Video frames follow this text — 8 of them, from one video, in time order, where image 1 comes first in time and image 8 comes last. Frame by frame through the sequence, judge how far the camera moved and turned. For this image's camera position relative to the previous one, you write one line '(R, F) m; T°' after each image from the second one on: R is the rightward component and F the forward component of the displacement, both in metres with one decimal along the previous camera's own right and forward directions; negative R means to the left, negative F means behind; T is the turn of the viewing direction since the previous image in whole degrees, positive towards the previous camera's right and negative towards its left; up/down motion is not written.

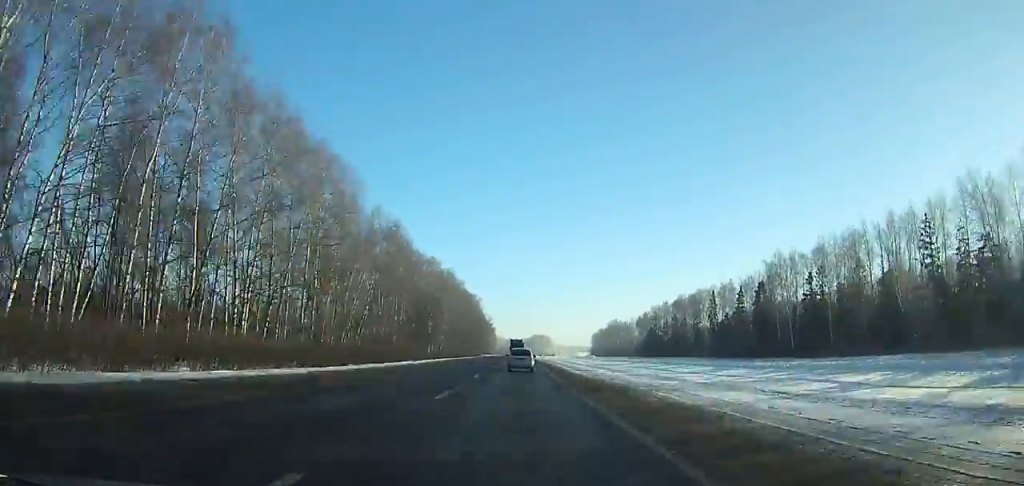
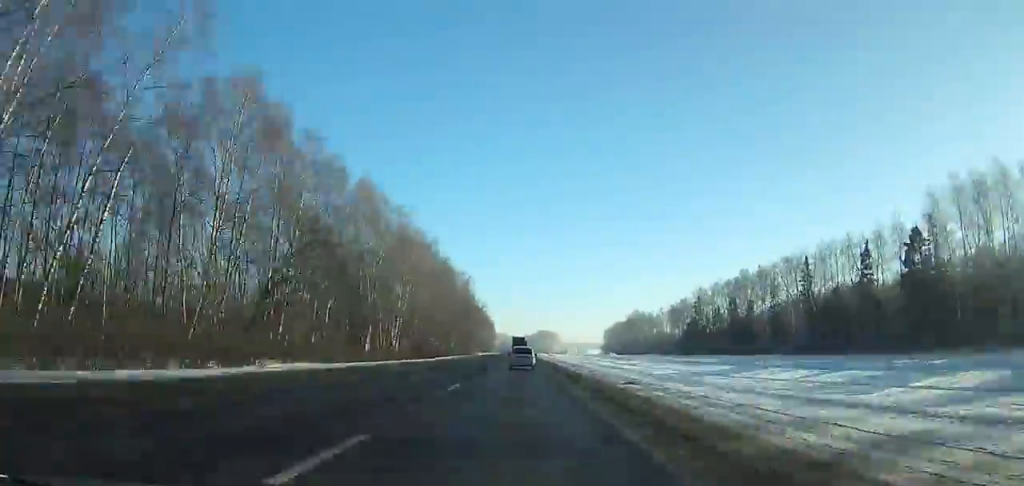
(-0.2, +56.9) m; 0°
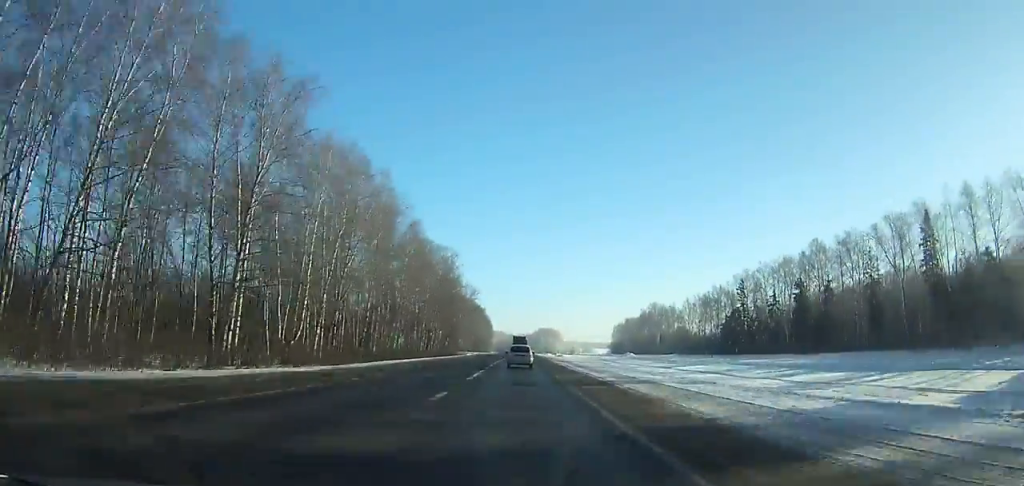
(-0.1, +38.5) m; 0°
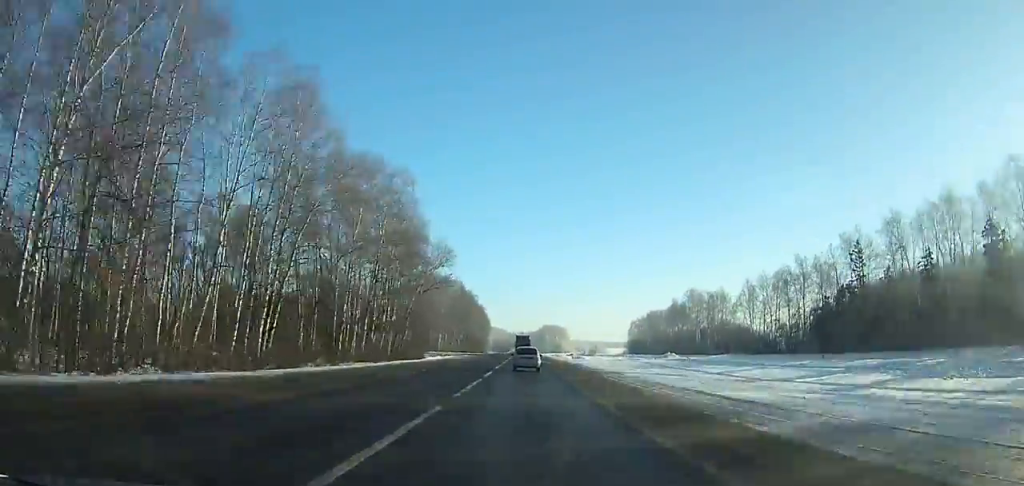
(+0.3, +53.6) m; 0°
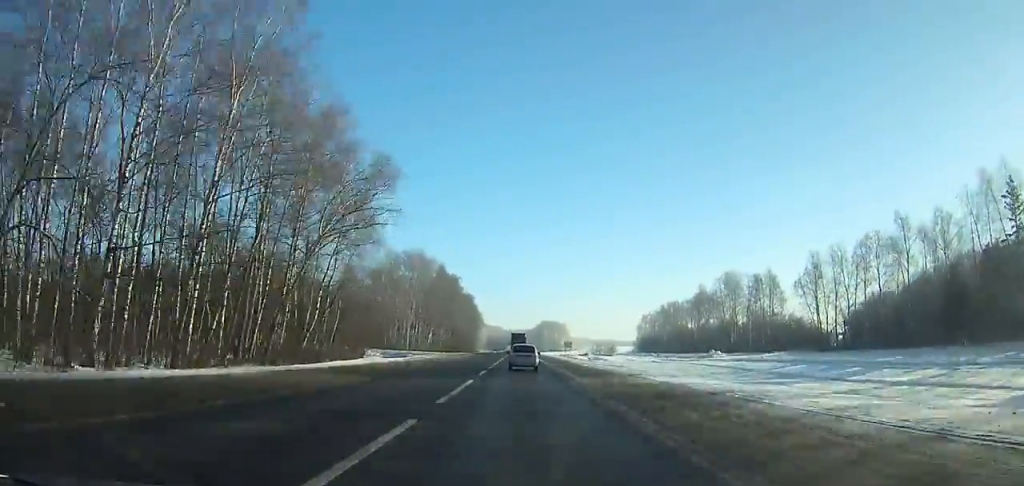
(0.0, +36.9) m; 0°
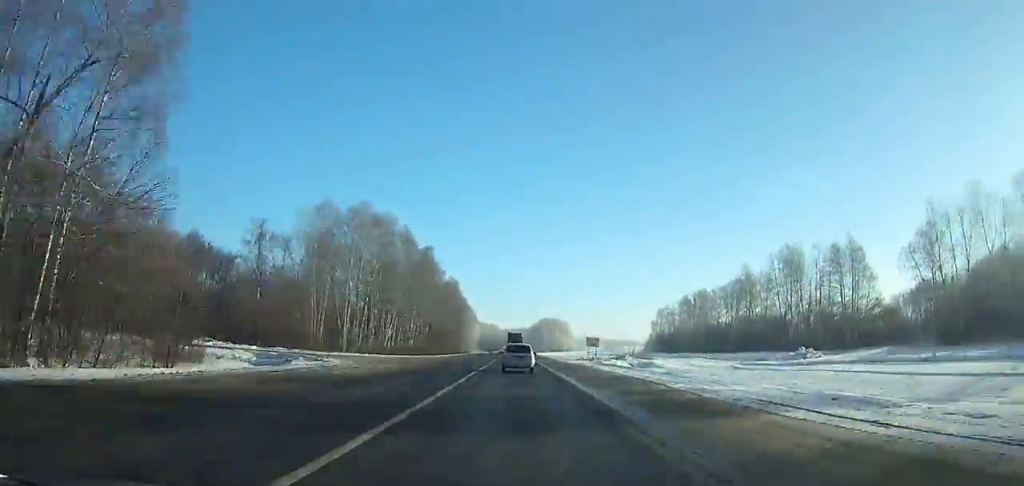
(0.0, +38.7) m; 0°
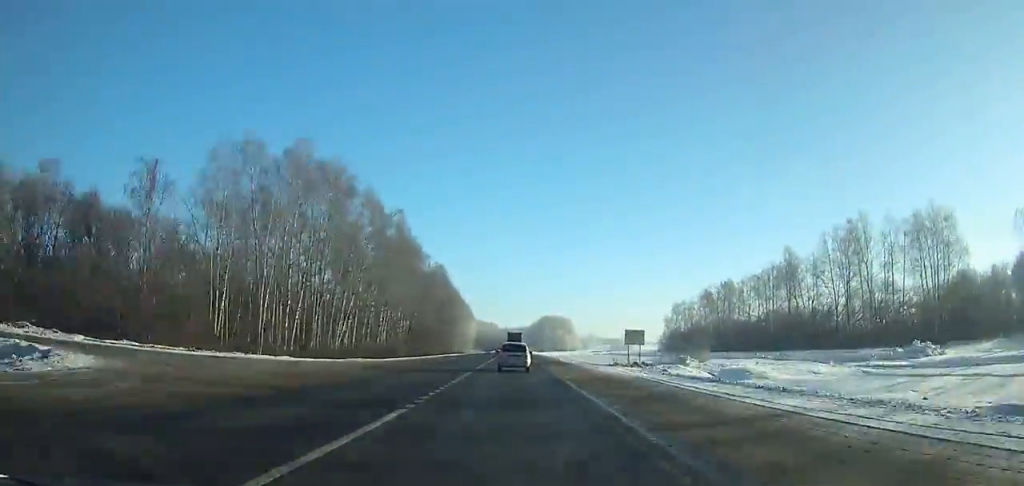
(0.0, +25.1) m; 0°
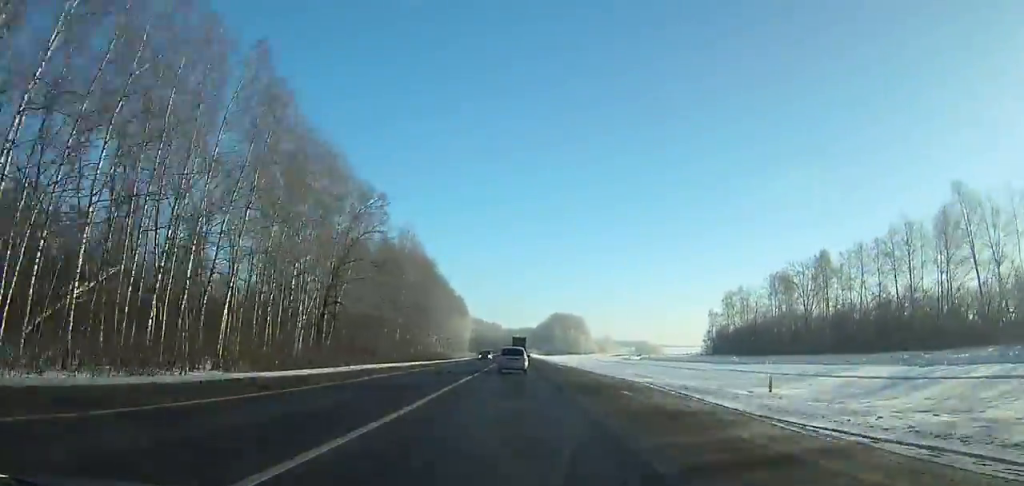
(-0.1, +56.1) m; 0°
